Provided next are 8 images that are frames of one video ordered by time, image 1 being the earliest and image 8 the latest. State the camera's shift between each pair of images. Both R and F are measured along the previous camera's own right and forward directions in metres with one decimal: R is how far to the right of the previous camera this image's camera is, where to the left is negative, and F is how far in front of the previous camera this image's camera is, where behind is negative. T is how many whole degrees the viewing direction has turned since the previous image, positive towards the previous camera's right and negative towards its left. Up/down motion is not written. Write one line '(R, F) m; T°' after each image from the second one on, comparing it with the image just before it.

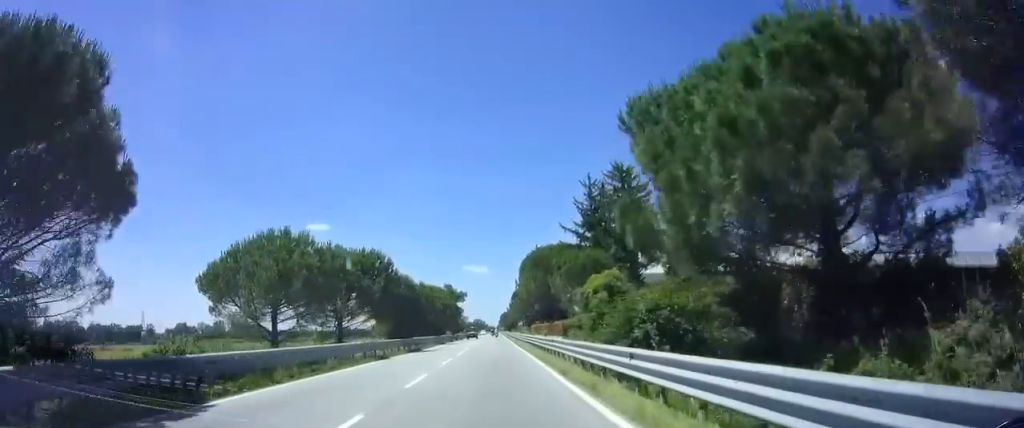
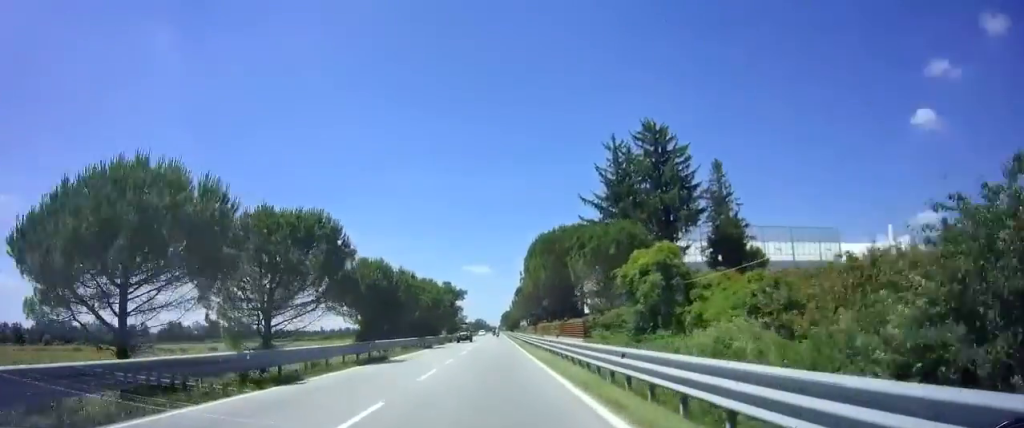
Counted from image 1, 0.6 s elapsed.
(+0.2, +12.6) m; 0°
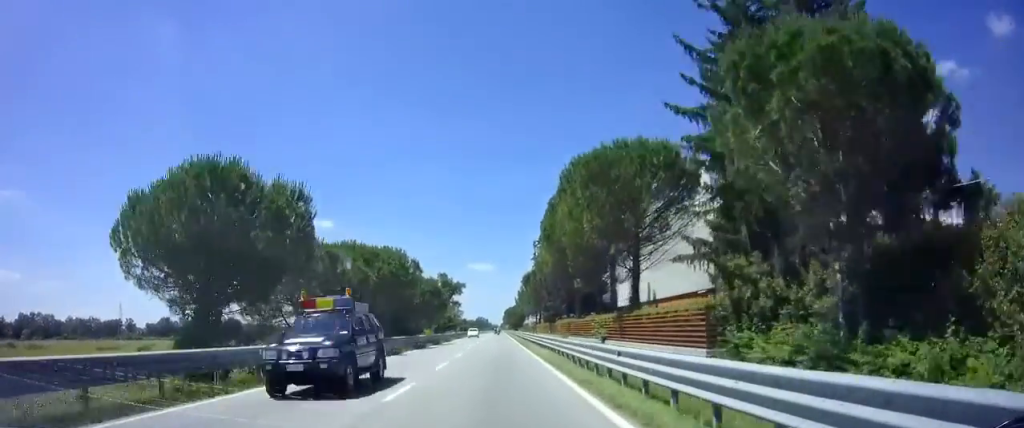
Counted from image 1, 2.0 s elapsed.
(-0.1, +26.7) m; -1°
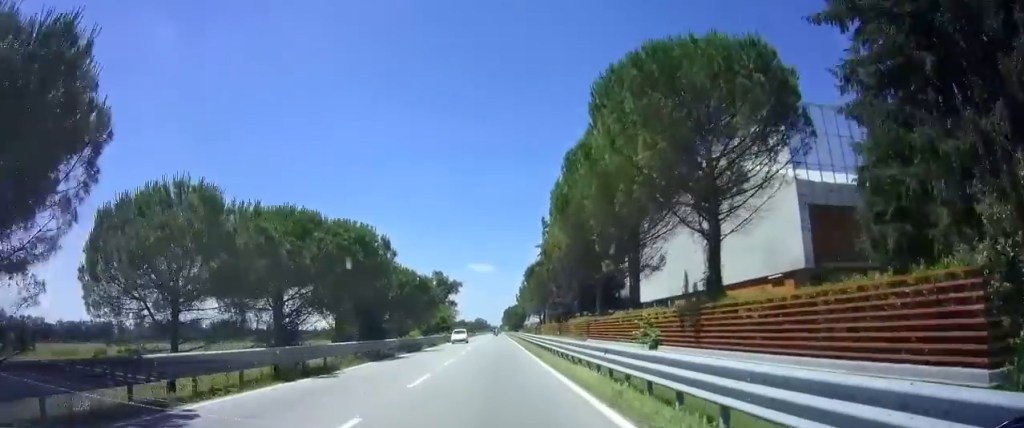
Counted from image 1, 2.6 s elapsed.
(-0.1, +12.1) m; 0°
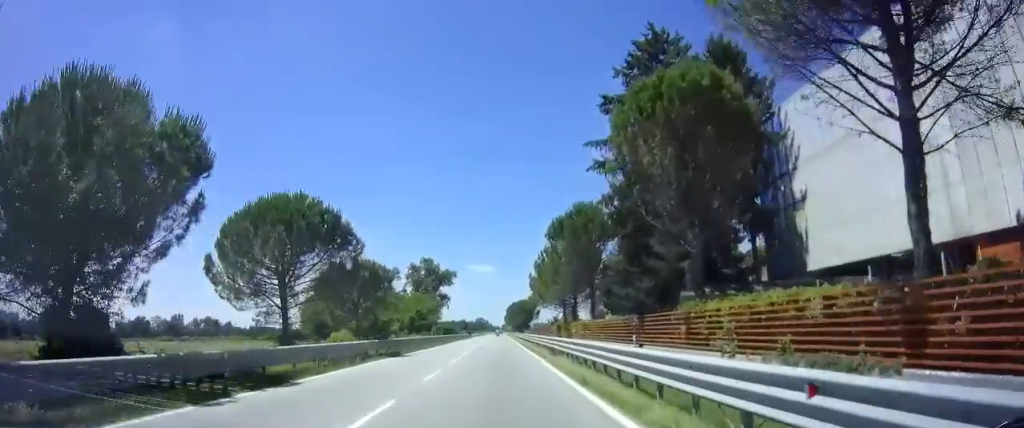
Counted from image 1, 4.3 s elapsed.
(0.0, +35.4) m; -1°
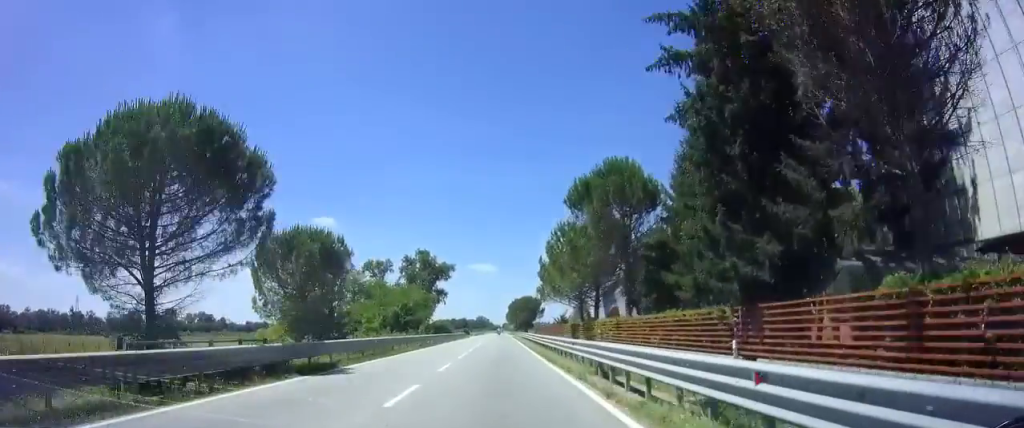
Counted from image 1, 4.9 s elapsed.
(-0.2, +11.7) m; 0°
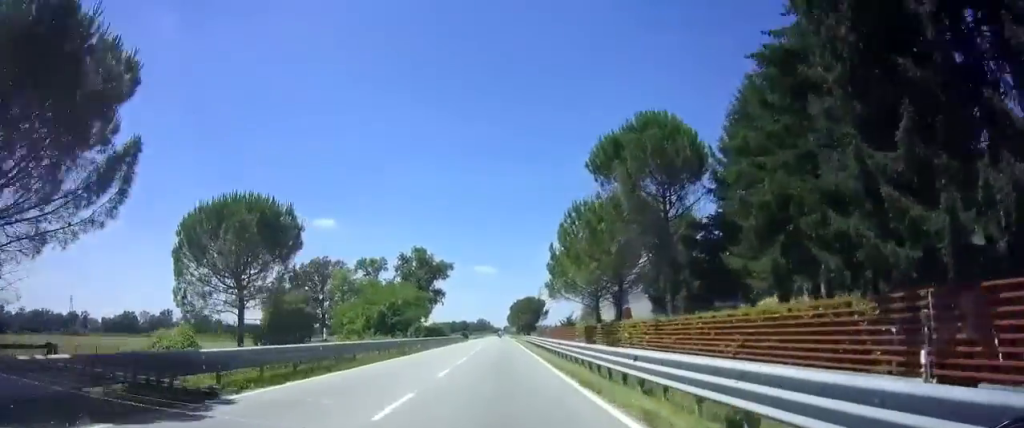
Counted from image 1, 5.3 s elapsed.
(+0.1, +9.1) m; 0°
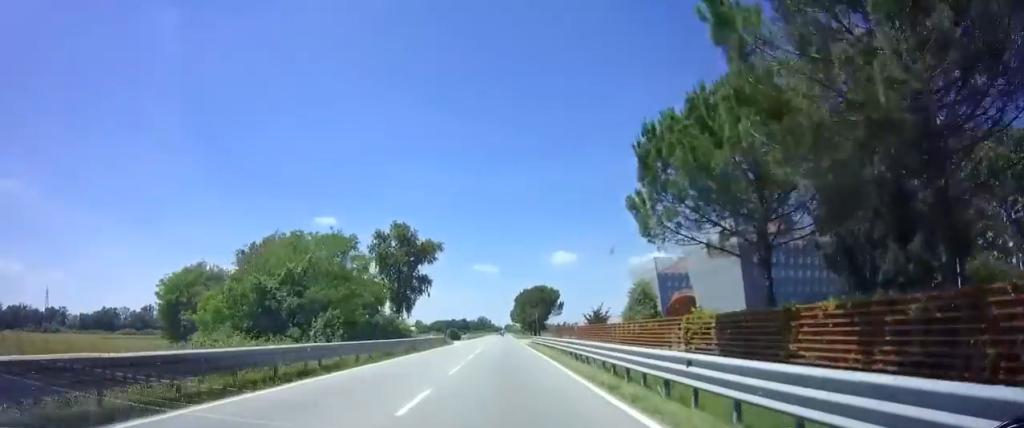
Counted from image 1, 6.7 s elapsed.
(+0.1, +29.5) m; +1°
